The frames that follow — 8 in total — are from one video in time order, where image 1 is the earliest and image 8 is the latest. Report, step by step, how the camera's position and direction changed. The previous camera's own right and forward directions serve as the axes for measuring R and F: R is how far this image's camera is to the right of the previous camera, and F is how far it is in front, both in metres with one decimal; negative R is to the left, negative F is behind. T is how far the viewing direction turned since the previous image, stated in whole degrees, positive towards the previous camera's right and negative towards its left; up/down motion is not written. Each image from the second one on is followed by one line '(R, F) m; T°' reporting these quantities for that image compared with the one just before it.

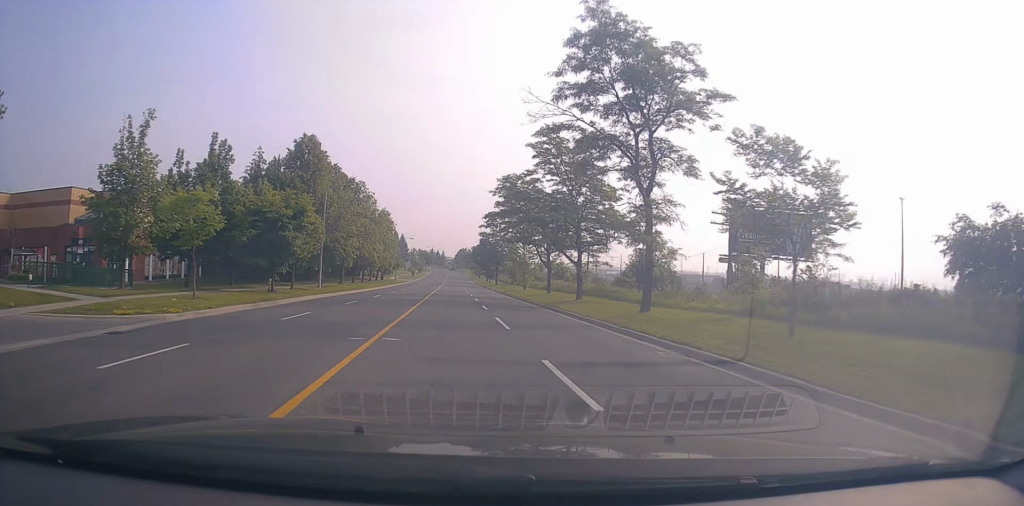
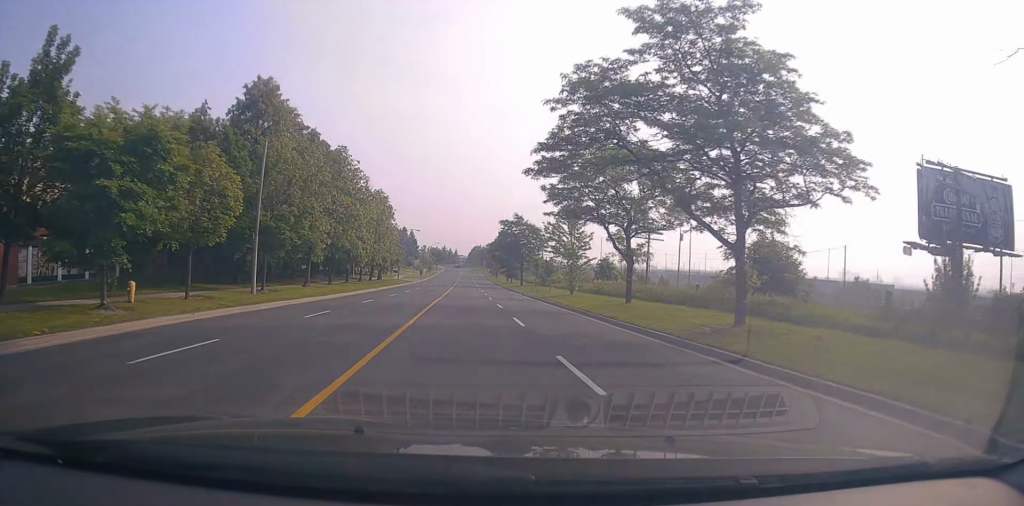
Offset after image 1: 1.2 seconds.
(+0.2, +17.8) m; 0°
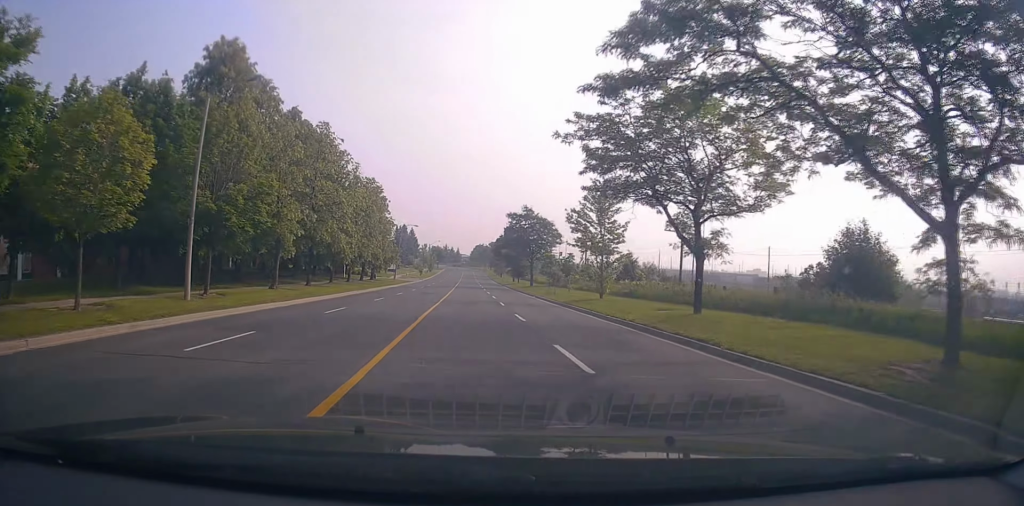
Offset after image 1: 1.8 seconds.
(-0.1, +7.7) m; -1°
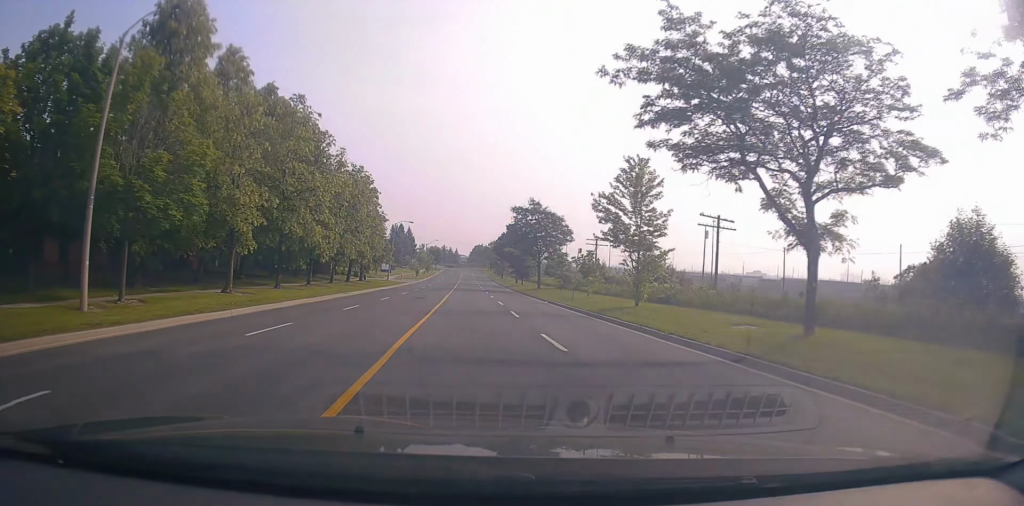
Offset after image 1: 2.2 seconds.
(0.0, +6.7) m; -1°
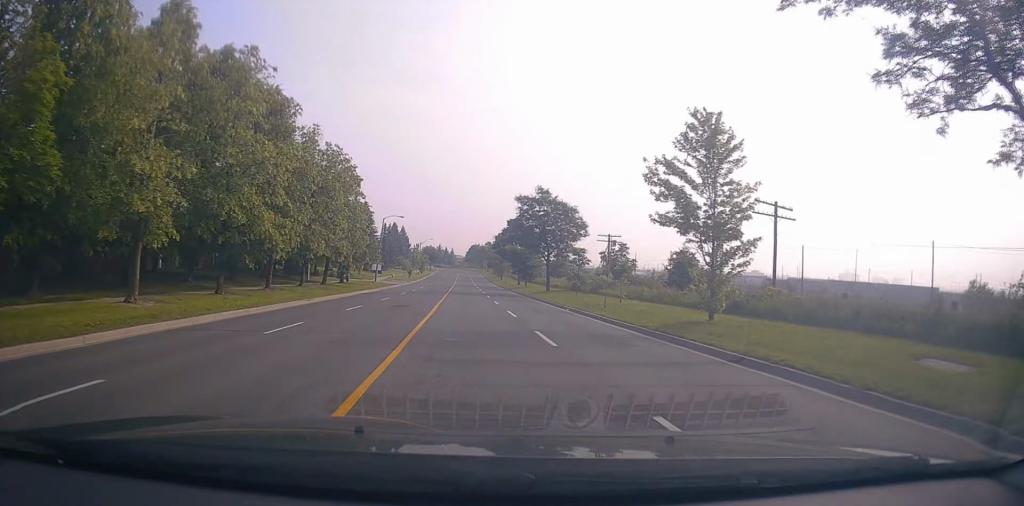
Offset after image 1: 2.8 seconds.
(-0.3, +8.1) m; +1°
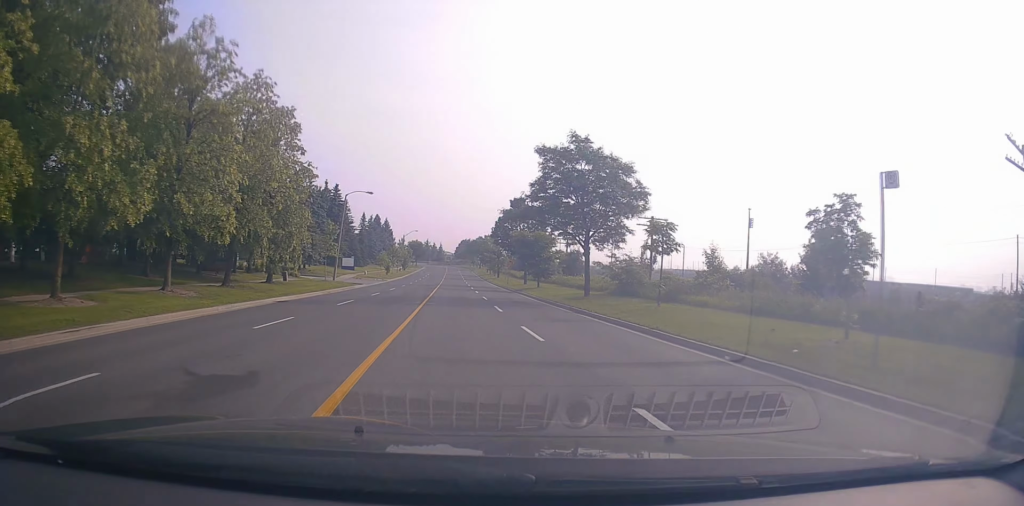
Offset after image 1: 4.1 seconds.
(+0.6, +18.0) m; +3°
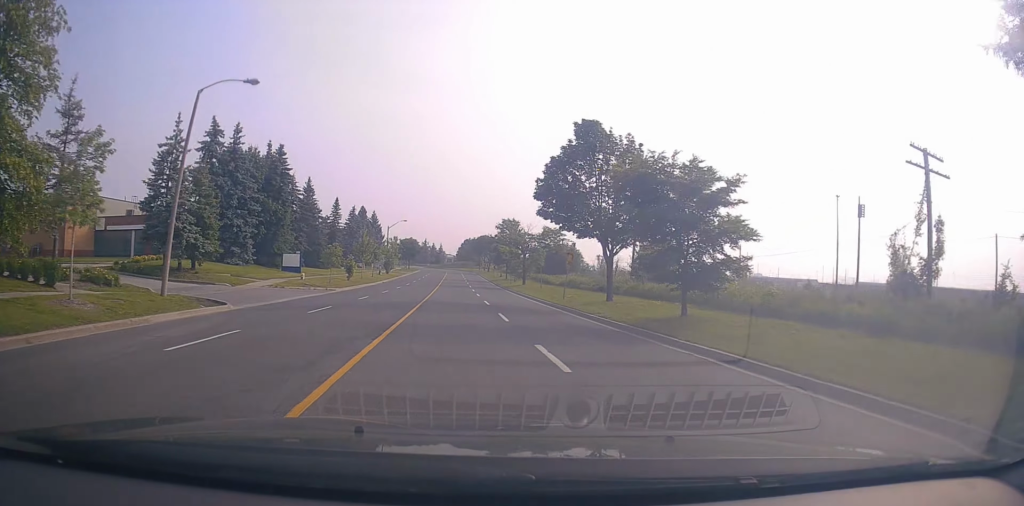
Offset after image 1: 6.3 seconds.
(-0.8, +31.4) m; -2°
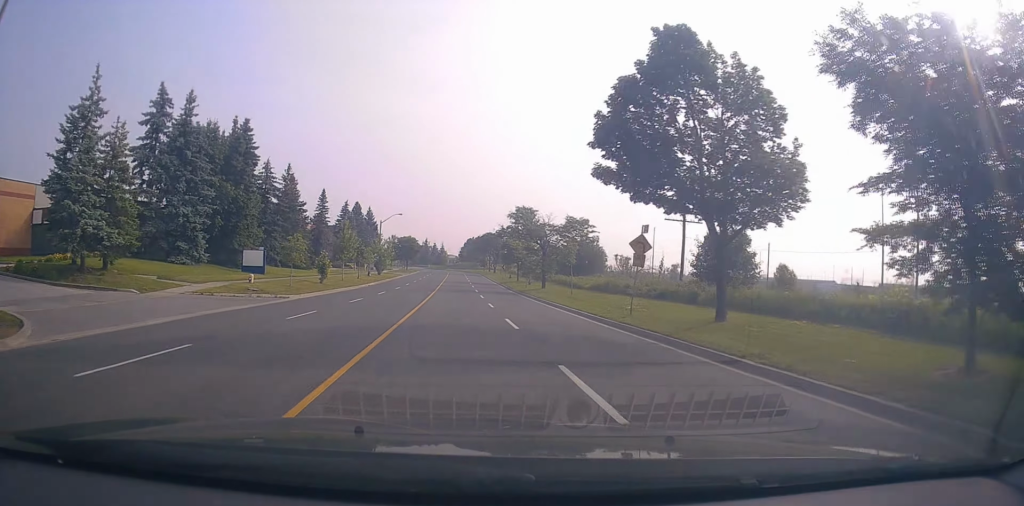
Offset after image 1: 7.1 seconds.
(0.0, +11.5) m; +1°
